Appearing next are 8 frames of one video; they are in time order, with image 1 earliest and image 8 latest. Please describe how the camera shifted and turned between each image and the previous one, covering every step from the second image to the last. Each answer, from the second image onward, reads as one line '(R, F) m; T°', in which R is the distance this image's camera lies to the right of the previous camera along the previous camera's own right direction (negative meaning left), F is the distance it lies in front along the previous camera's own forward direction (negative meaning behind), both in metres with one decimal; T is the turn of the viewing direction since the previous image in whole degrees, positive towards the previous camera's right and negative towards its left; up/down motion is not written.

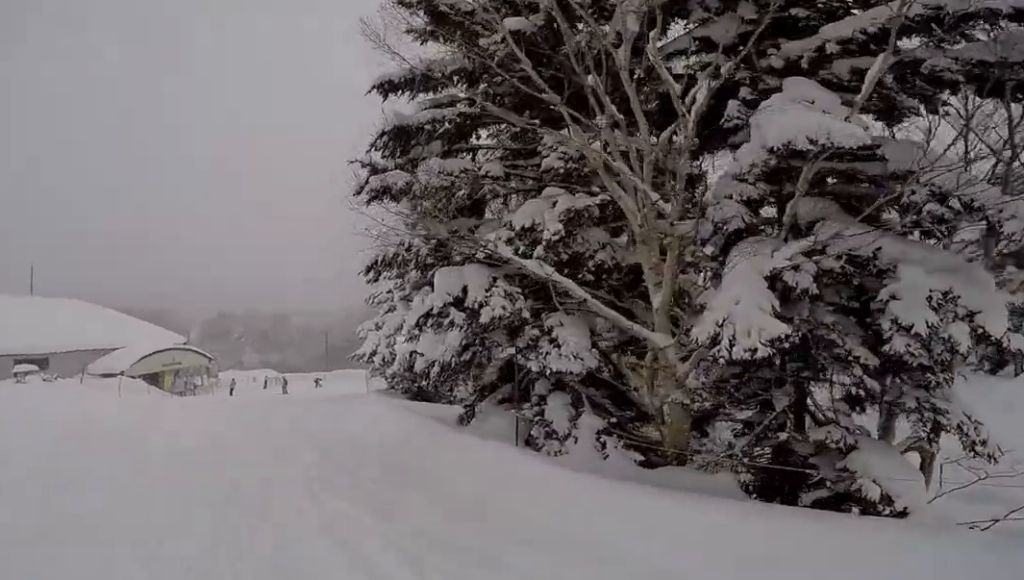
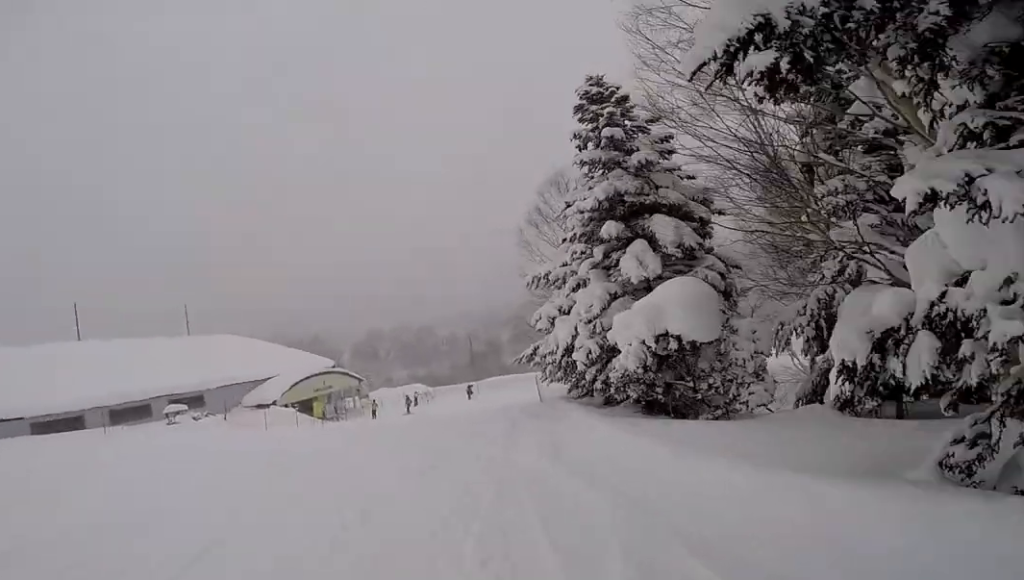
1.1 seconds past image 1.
(+0.1, +5.7) m; +9°
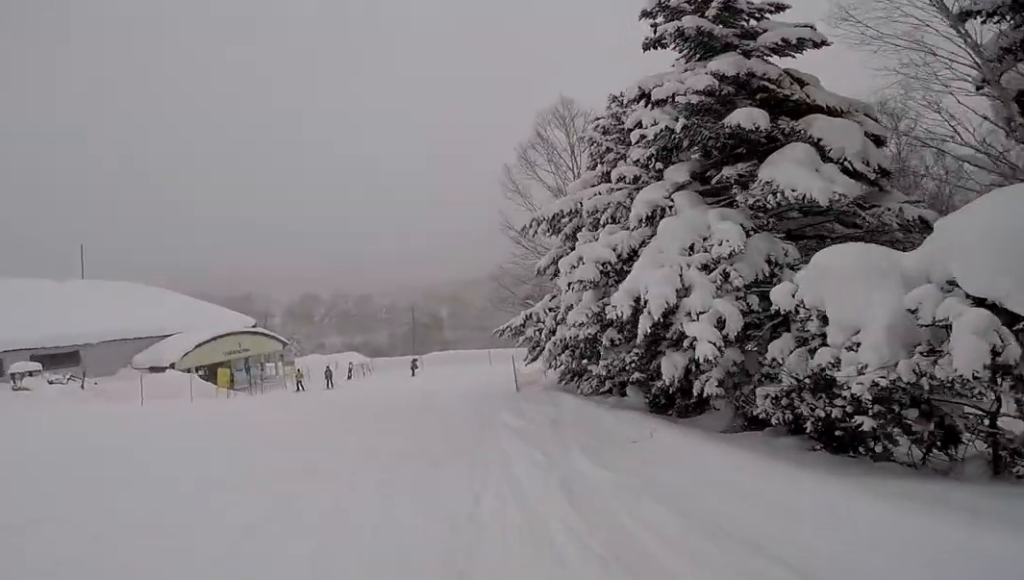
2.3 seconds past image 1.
(+1.2, +6.3) m; +8°
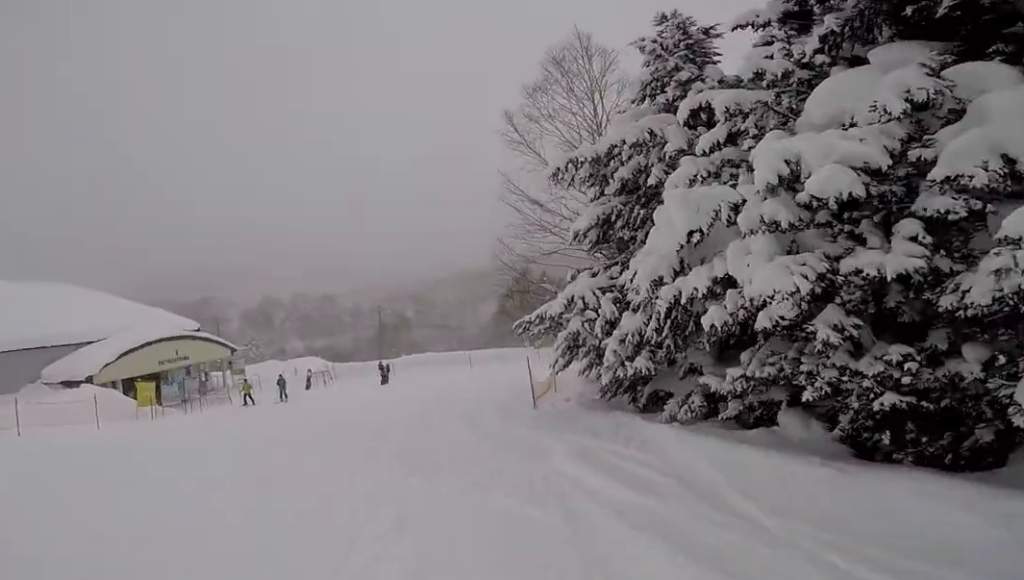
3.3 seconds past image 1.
(-0.6, +5.3) m; 0°
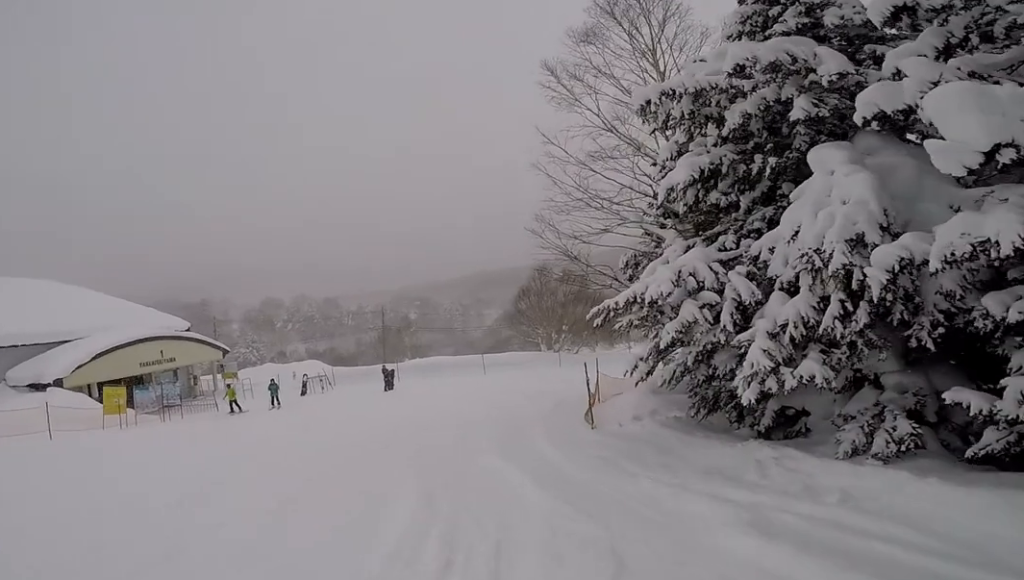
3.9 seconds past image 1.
(+0.1, +3.3) m; 0°
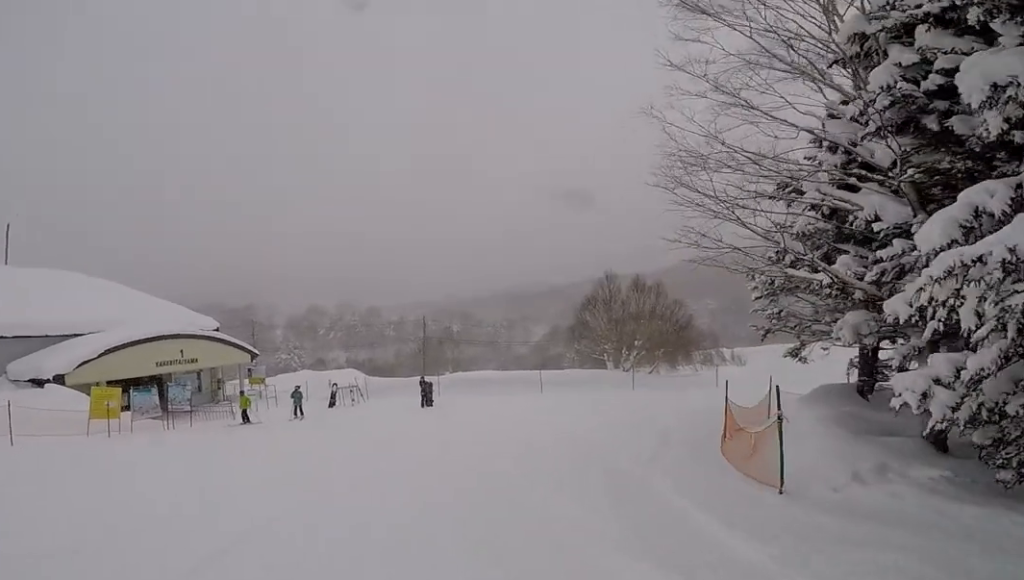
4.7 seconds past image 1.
(+0.6, +3.9) m; 0°
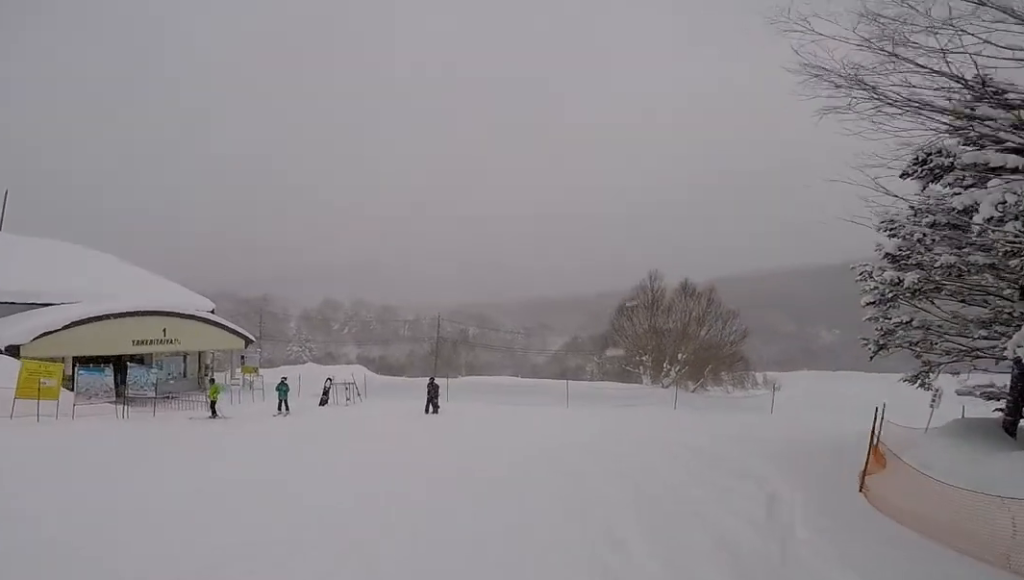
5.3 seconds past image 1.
(-0.7, +3.3) m; 0°
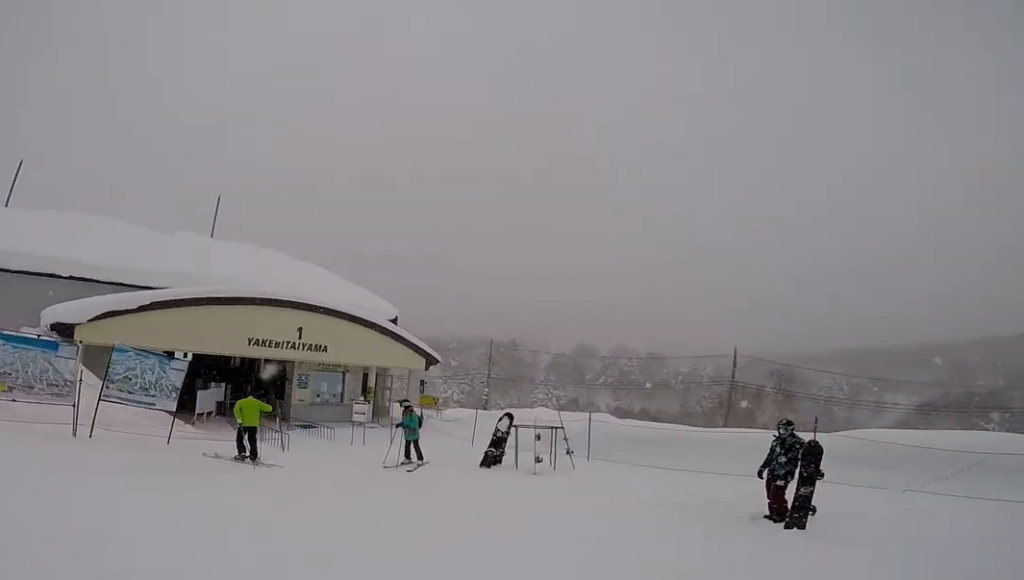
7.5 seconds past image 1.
(-0.4, +10.3) m; -29°
